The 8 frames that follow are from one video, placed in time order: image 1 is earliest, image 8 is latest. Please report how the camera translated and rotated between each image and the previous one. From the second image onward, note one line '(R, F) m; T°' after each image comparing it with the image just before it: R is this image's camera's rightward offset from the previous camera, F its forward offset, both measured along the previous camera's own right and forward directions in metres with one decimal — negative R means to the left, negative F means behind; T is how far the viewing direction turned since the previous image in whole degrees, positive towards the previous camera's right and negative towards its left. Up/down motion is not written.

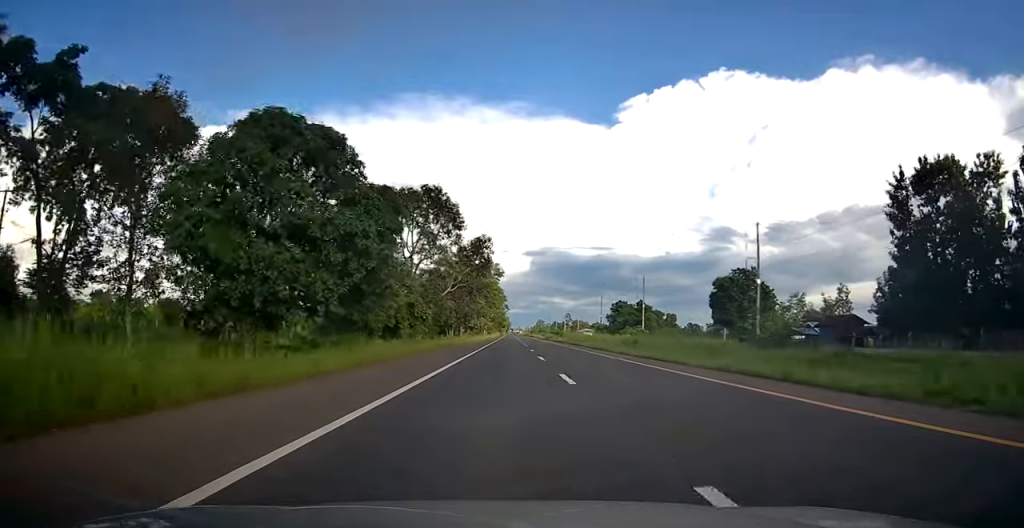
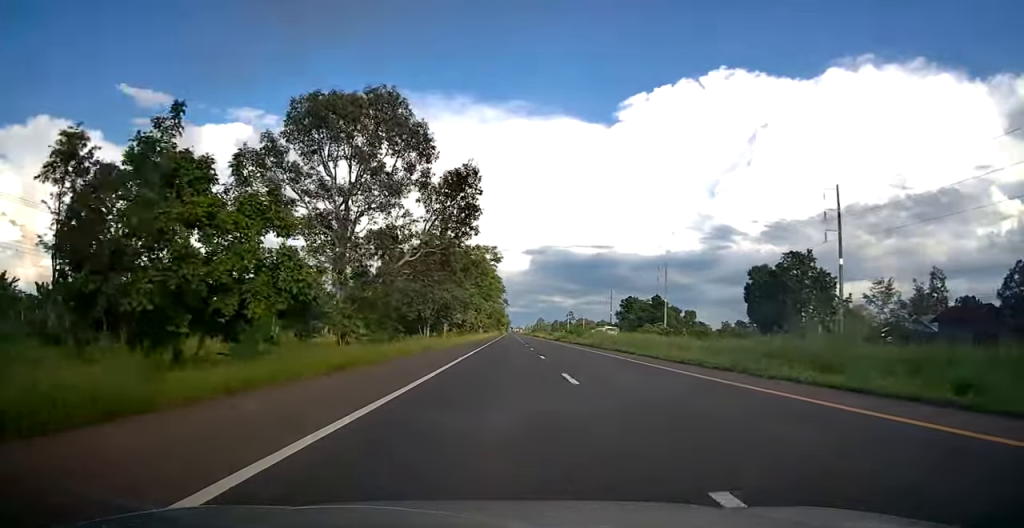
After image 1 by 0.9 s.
(+0.2, +23.9) m; 0°
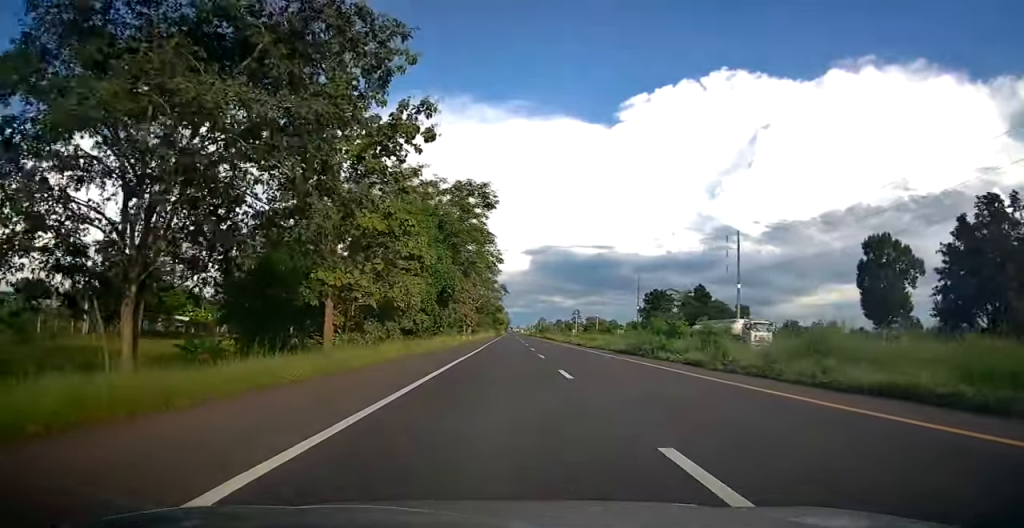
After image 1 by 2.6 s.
(-0.4, +46.1) m; 0°
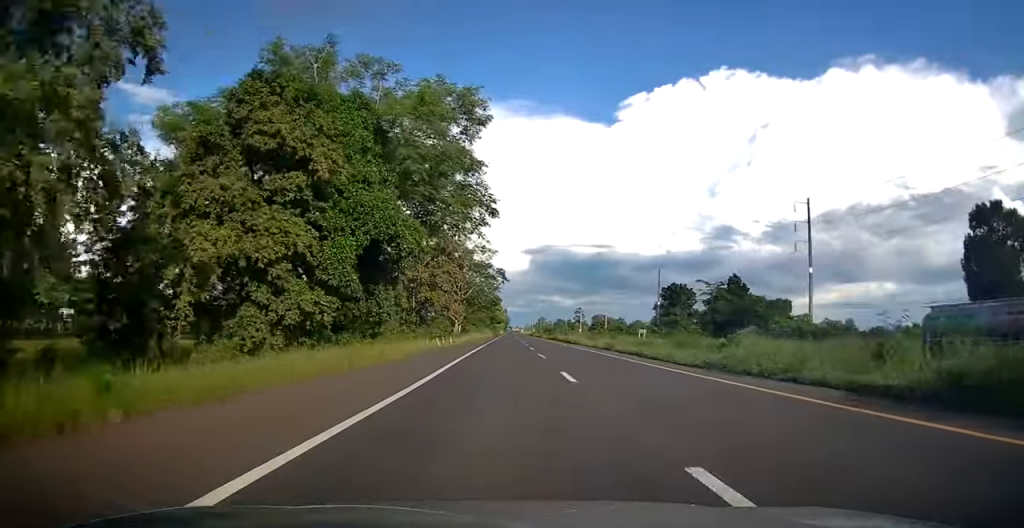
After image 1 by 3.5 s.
(+0.1, +24.6) m; 0°
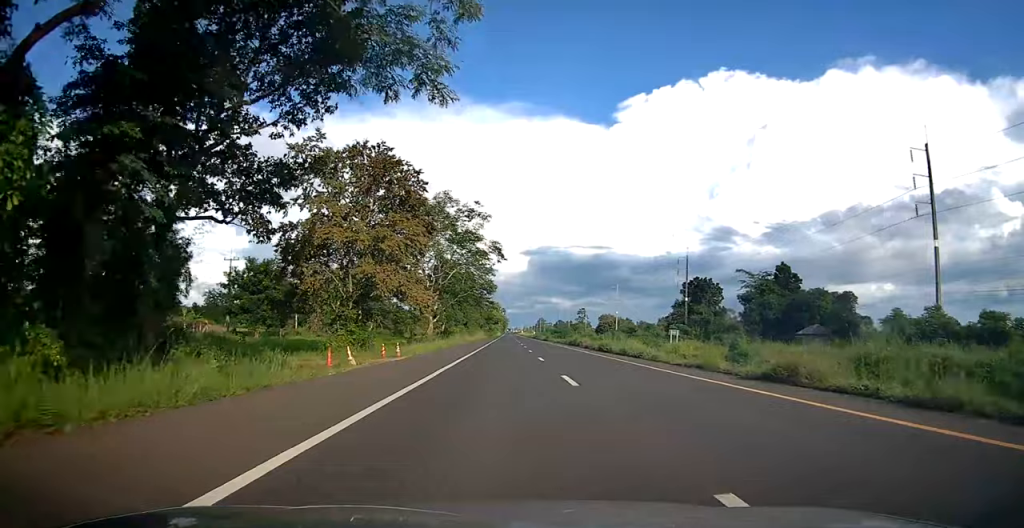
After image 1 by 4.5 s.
(-0.1, +24.6) m; 0°
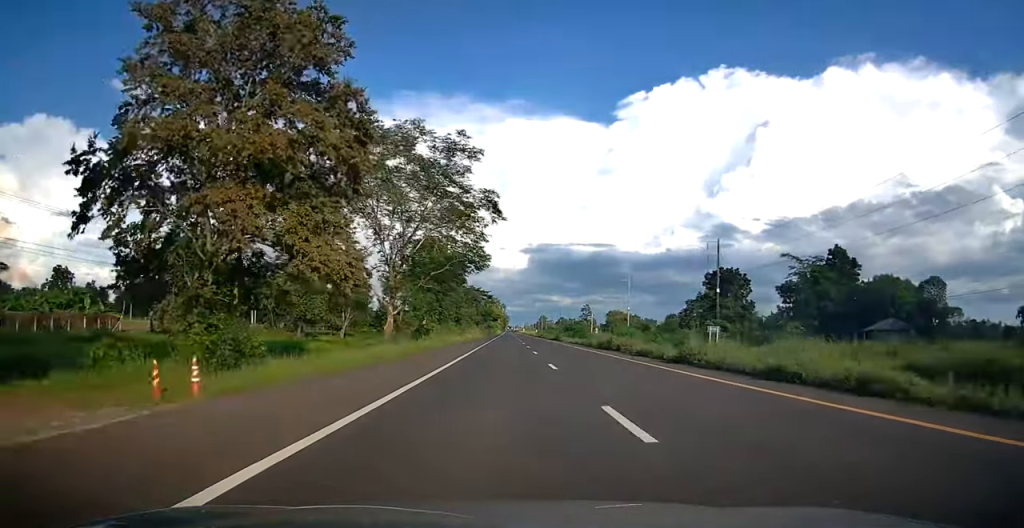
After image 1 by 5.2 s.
(0.0, +18.8) m; 0°
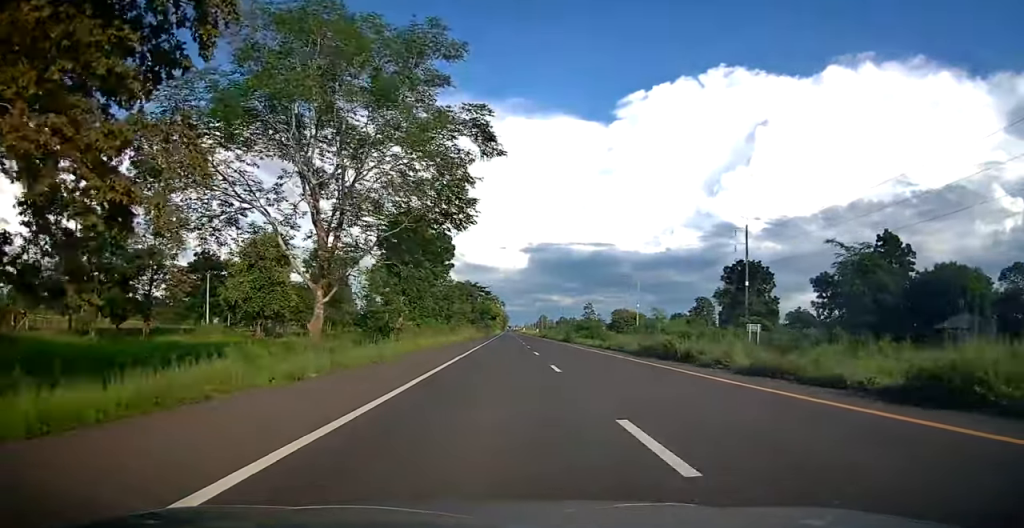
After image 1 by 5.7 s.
(0.0, +13.5) m; 0°
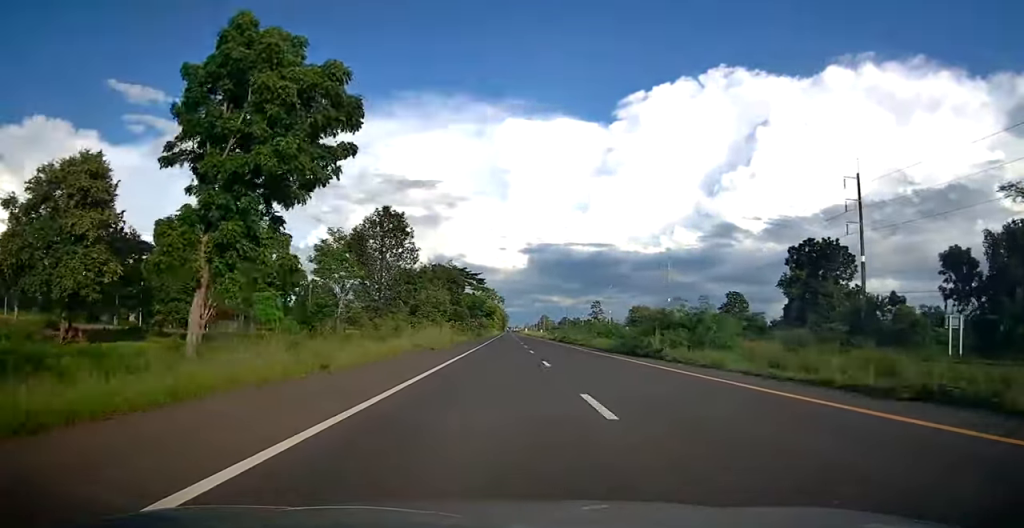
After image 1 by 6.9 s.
(0.0, +32.9) m; 0°
